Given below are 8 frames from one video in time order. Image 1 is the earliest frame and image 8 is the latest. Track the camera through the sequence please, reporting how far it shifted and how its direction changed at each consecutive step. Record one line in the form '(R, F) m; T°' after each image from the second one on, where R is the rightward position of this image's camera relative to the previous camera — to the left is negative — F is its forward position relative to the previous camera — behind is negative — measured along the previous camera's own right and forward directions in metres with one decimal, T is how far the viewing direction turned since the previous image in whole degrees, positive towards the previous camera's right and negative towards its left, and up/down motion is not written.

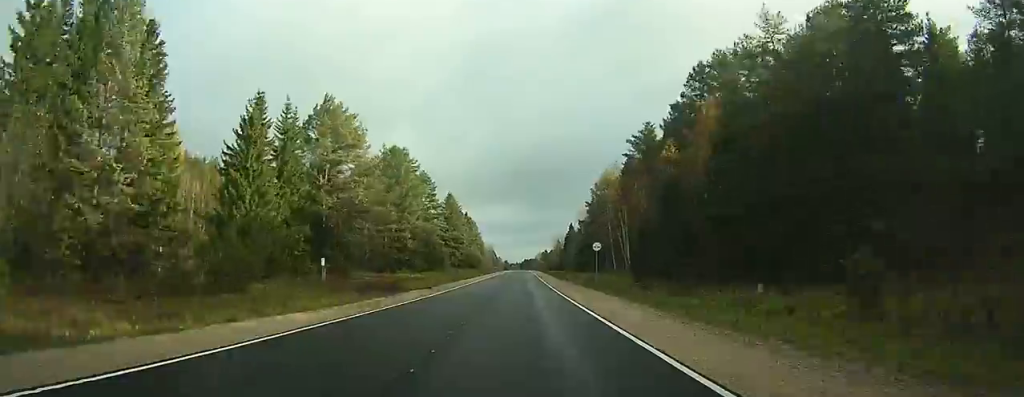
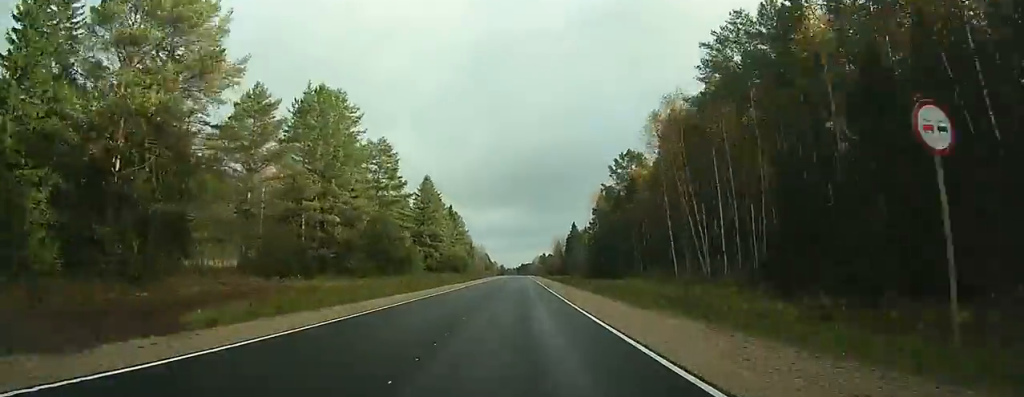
(+0.3, +34.7) m; +1°
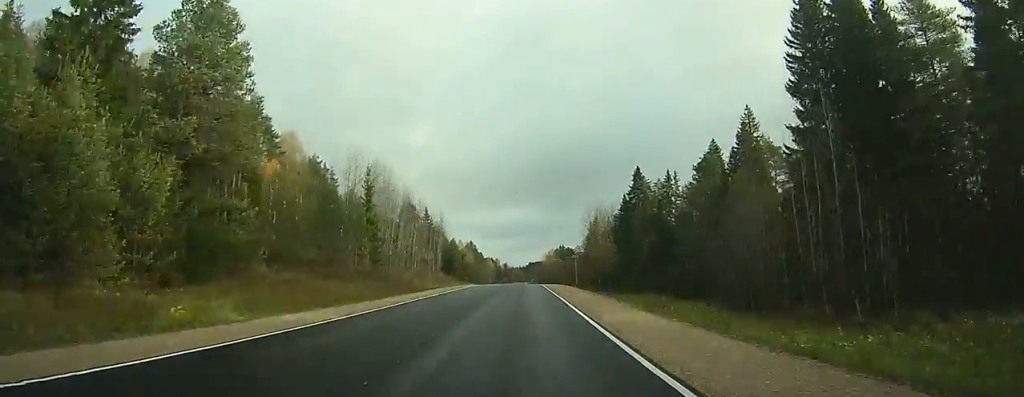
(+1.7, +143.3) m; +1°
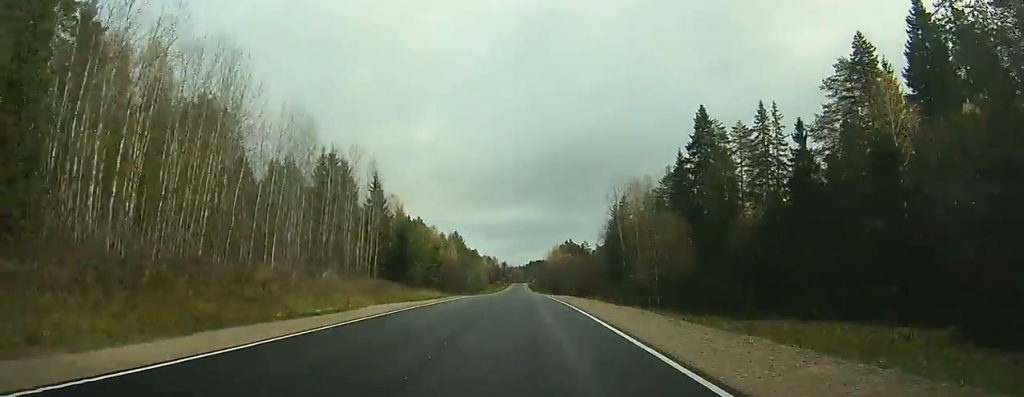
(-0.2, +49.0) m; 0°
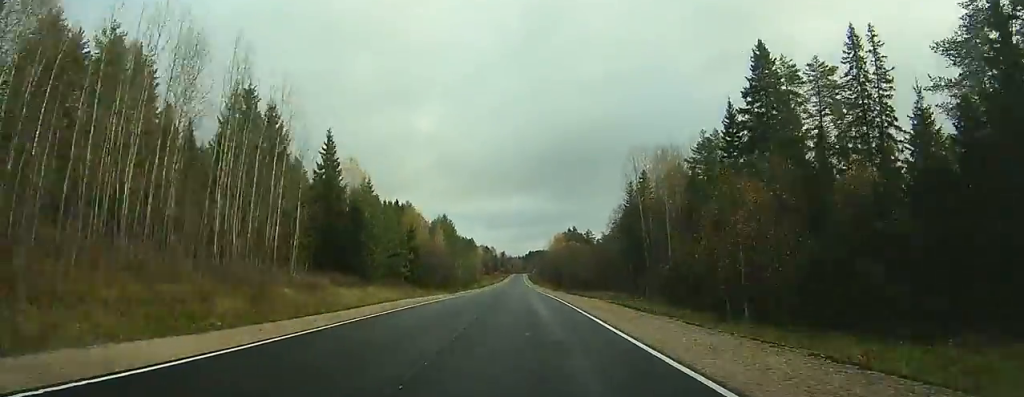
(0.0, +22.8) m; 0°
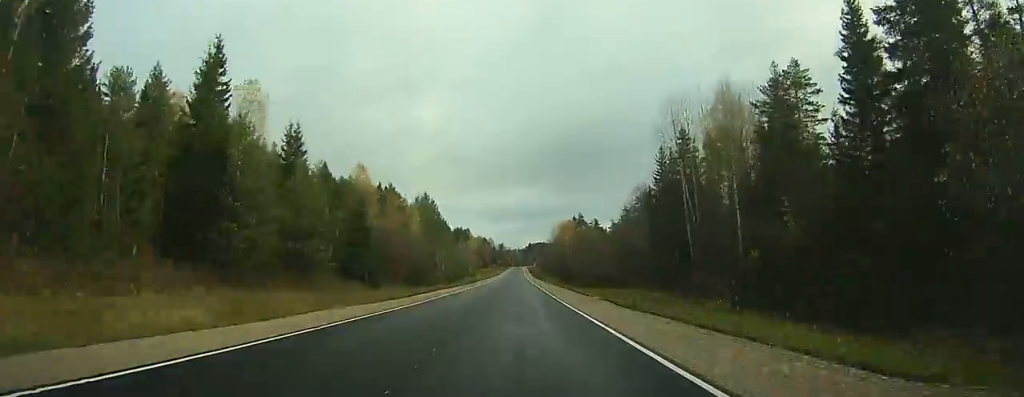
(-0.1, +27.8) m; 0°
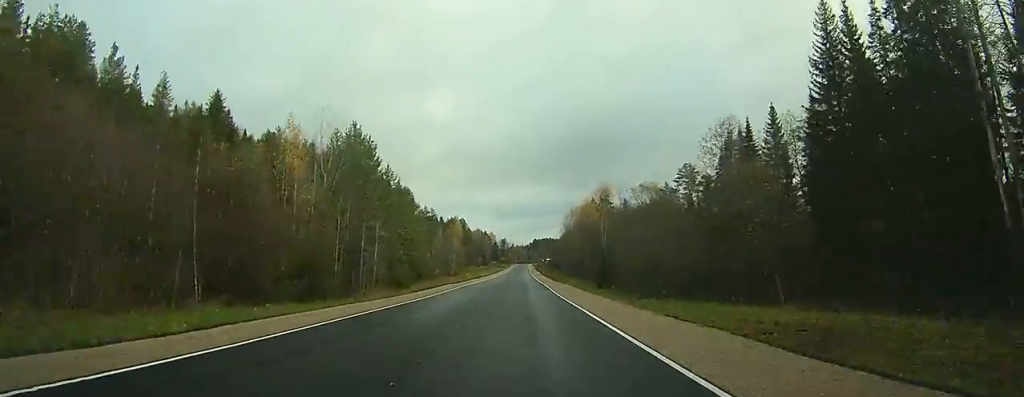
(-0.1, +52.3) m; 0°
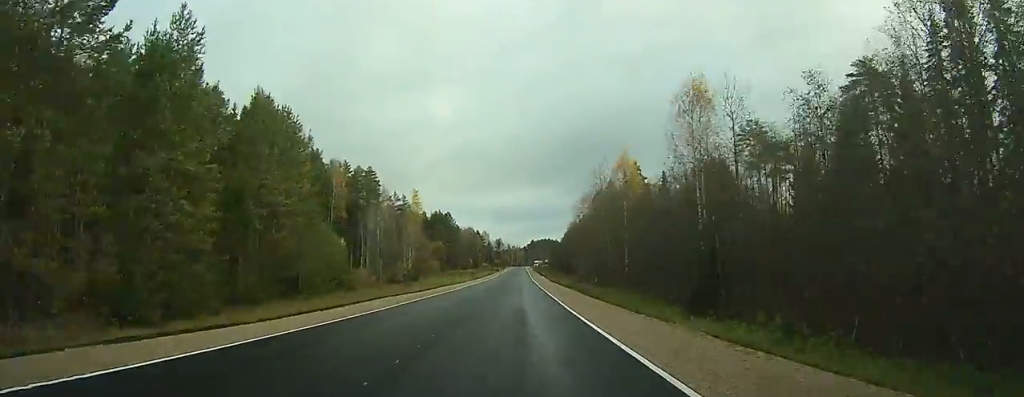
(-0.1, +47.7) m; 0°
